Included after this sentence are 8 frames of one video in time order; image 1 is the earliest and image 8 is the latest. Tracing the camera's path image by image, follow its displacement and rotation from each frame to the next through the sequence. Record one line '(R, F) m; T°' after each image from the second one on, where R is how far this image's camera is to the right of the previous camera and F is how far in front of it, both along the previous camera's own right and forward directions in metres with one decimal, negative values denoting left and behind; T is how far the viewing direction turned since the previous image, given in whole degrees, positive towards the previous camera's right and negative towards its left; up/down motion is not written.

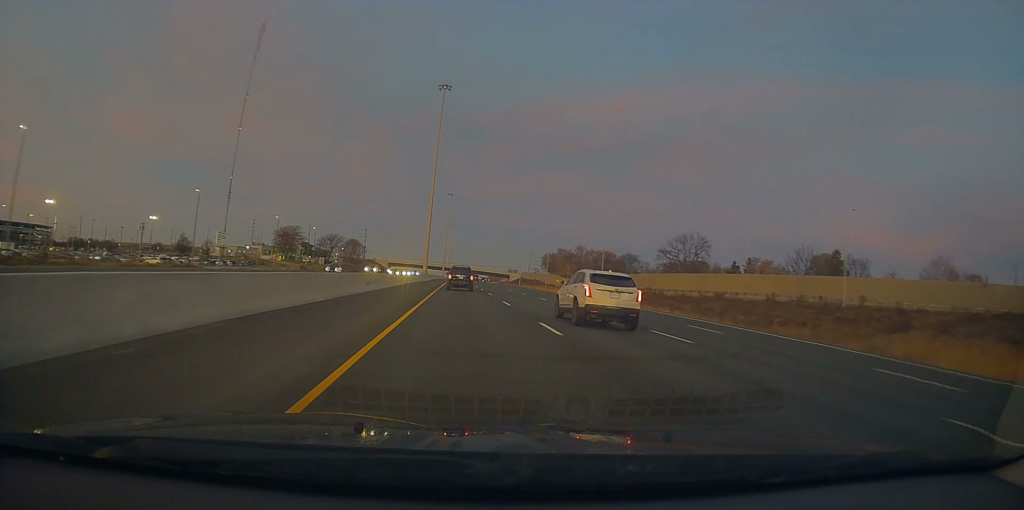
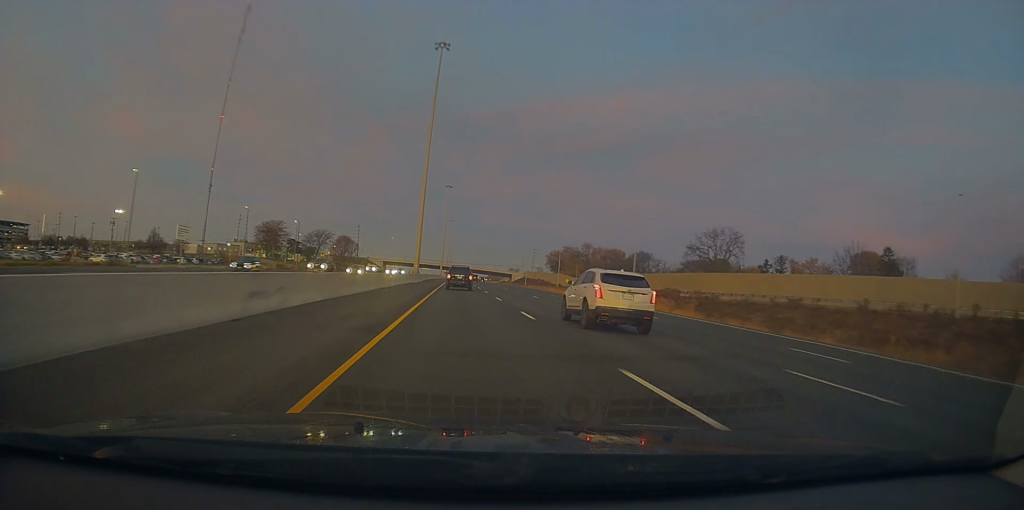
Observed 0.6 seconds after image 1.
(+0.2, +20.2) m; 0°
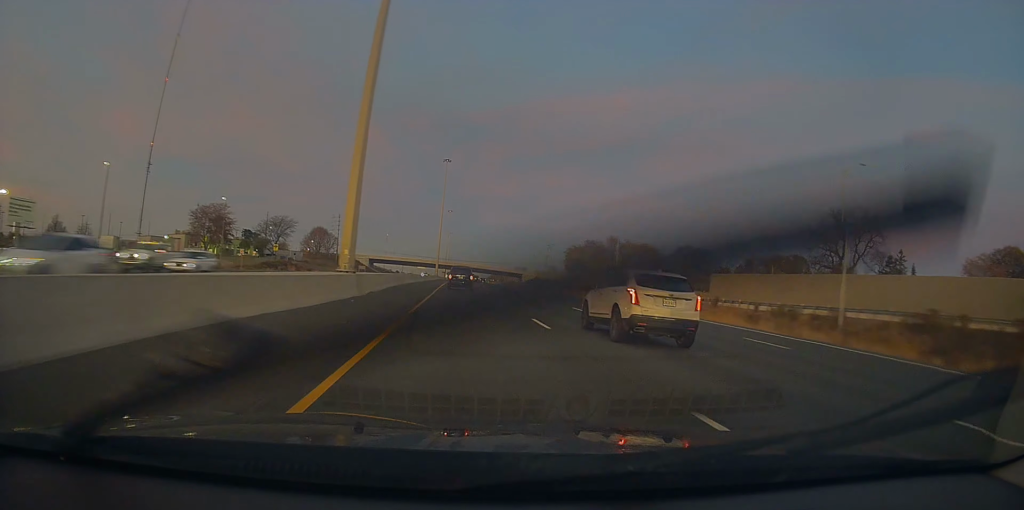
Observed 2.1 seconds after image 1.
(-0.1, +51.5) m; 0°
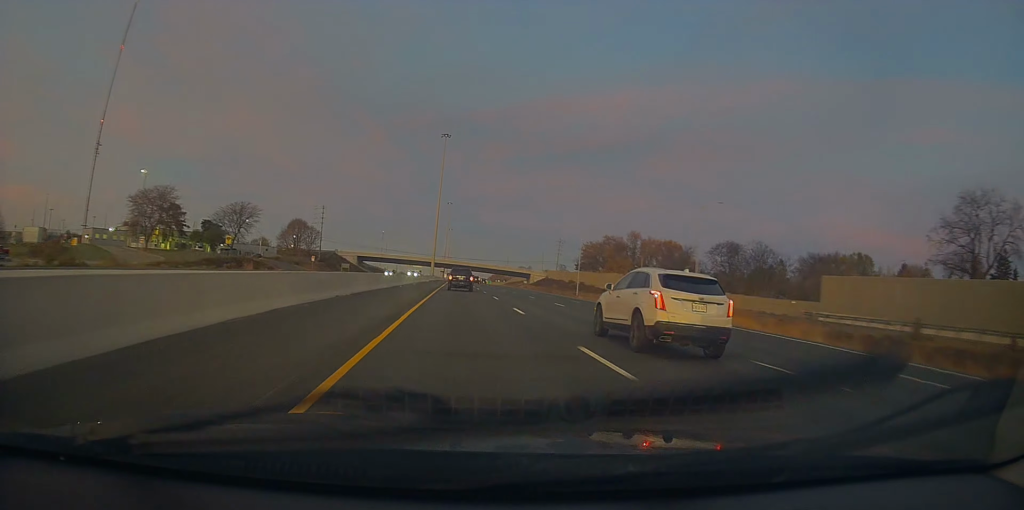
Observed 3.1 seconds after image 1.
(-0.1, +31.2) m; 0°
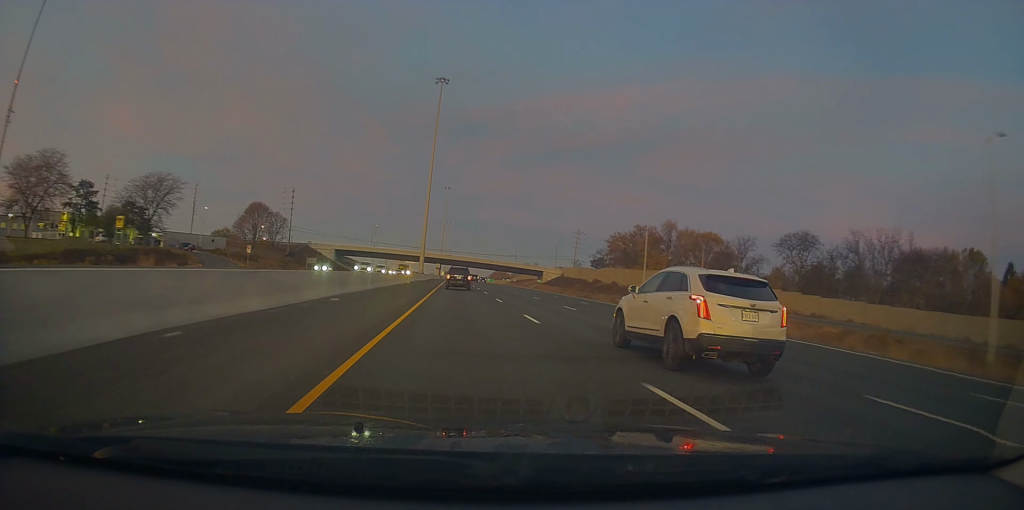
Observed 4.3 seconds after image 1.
(+0.2, +40.3) m; 0°
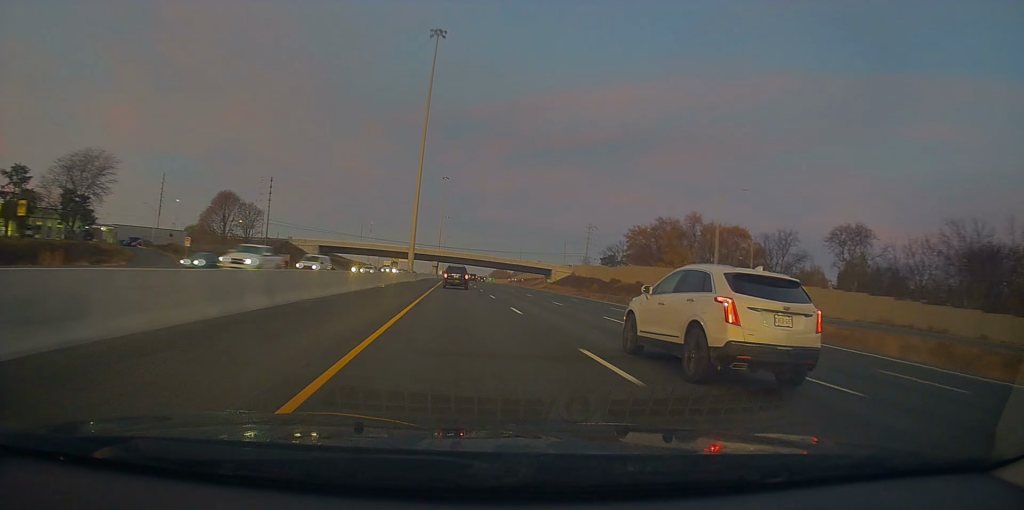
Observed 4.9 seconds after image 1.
(-0.1, +21.6) m; 0°
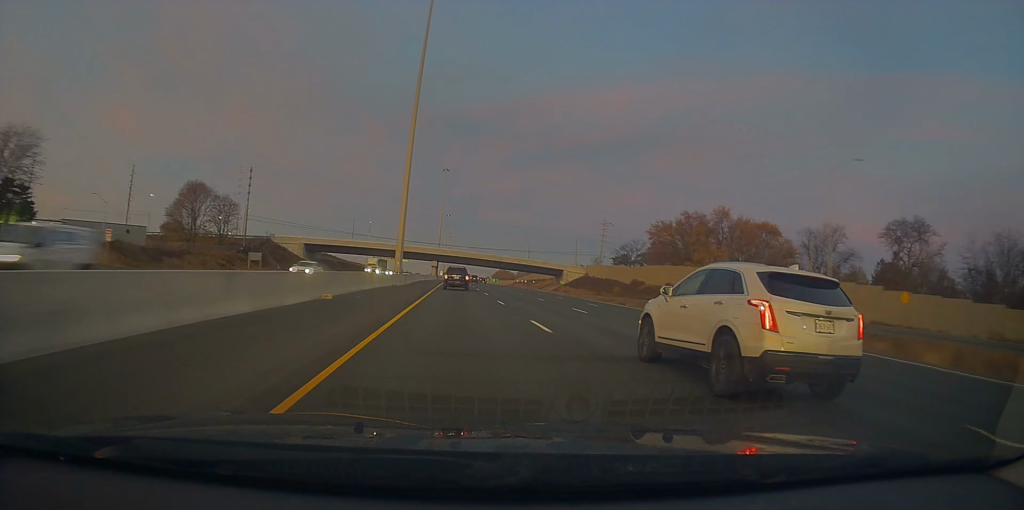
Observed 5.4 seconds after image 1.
(-0.3, +16.8) m; 0°
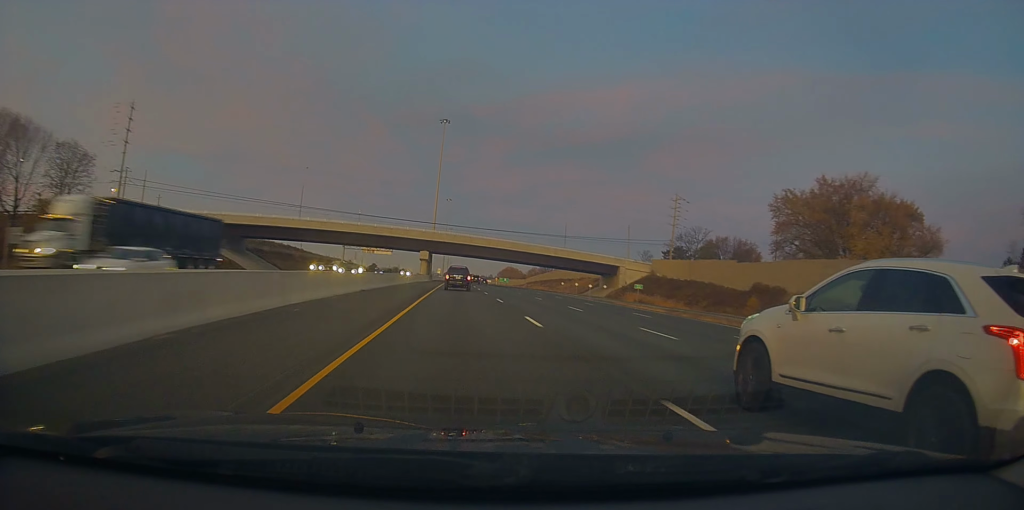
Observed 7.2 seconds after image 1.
(+0.2, +58.4) m; -1°
